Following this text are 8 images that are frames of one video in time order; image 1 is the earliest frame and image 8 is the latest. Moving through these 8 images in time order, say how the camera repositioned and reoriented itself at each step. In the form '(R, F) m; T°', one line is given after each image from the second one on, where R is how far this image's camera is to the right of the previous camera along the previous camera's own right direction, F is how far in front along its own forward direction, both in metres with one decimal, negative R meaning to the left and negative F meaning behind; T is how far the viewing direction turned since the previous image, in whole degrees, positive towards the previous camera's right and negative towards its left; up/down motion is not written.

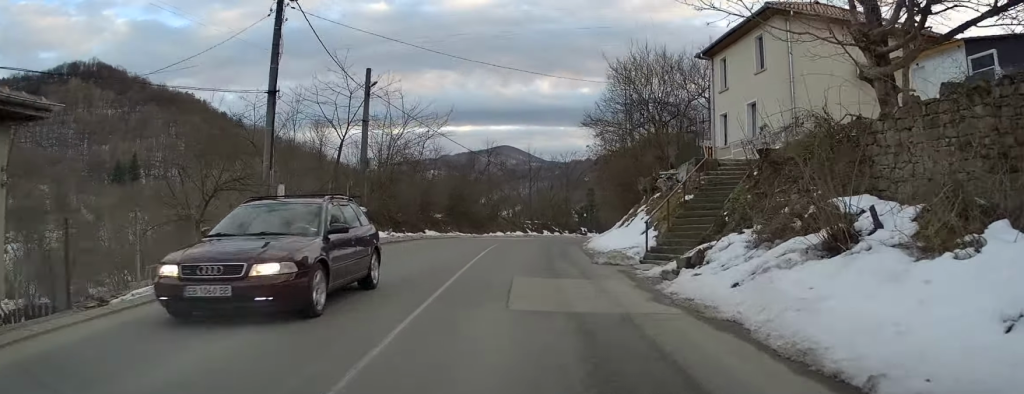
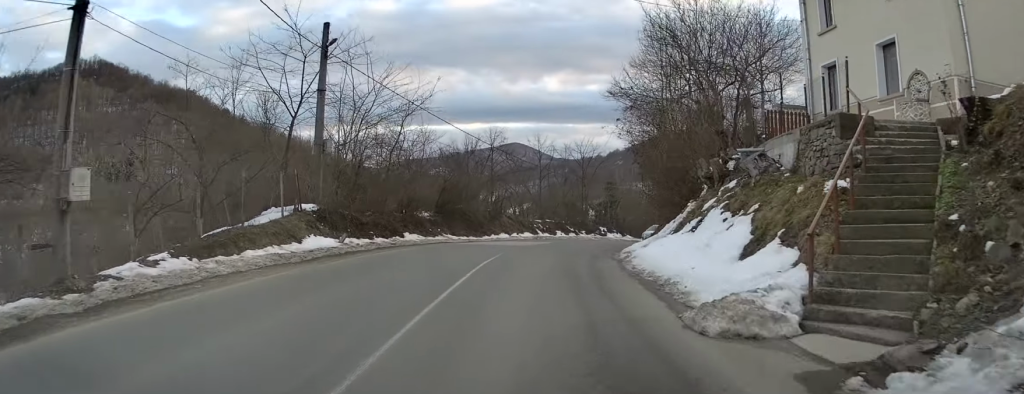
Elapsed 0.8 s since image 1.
(+0.1, +9.3) m; +1°
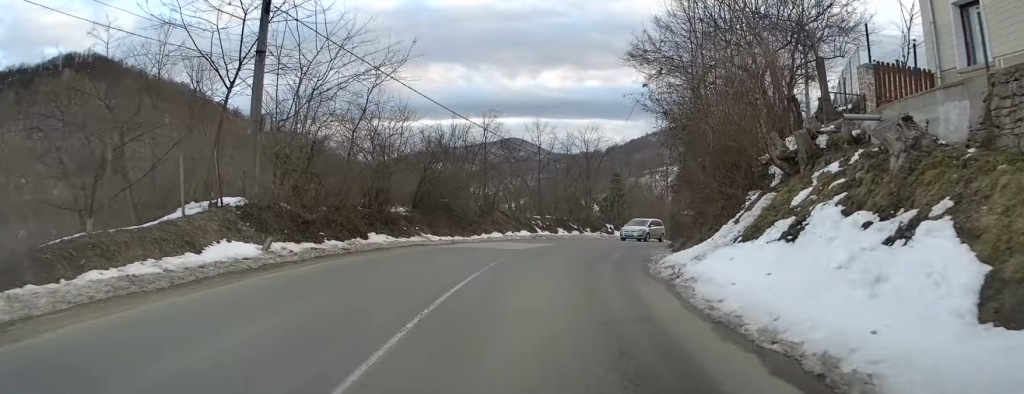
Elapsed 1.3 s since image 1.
(0.0, +6.5) m; +1°
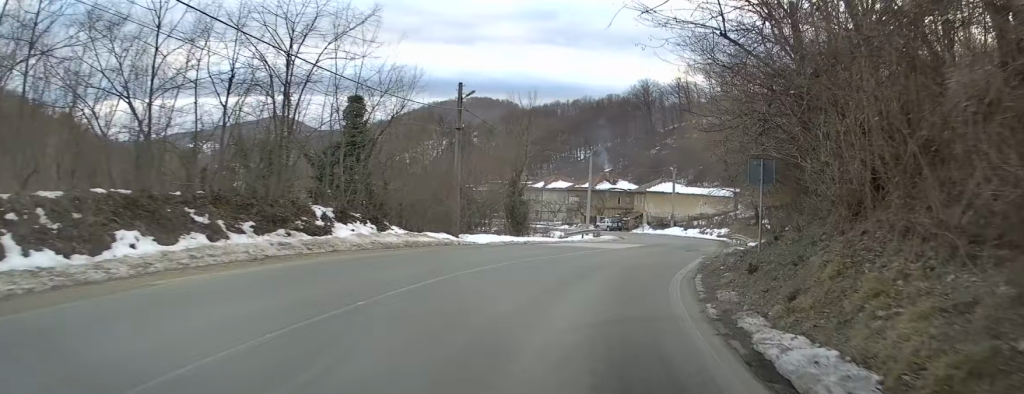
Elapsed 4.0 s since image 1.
(+3.4, +31.3) m; +16°
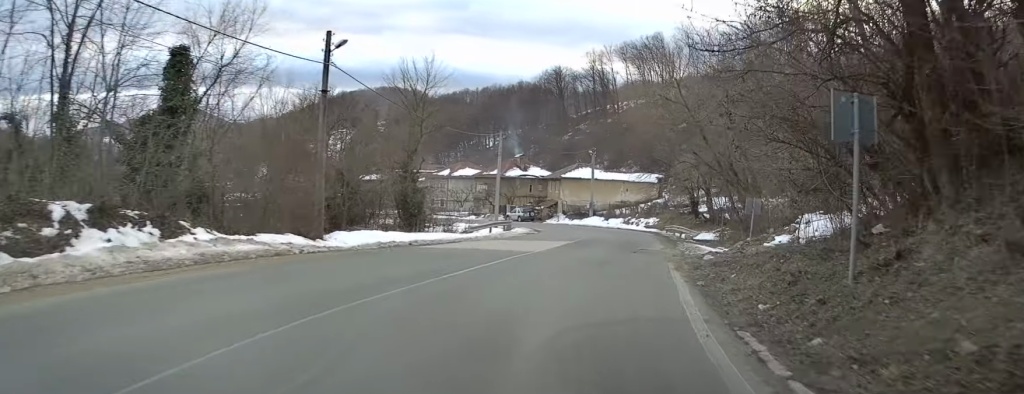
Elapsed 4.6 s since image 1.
(+0.4, +7.9) m; +4°
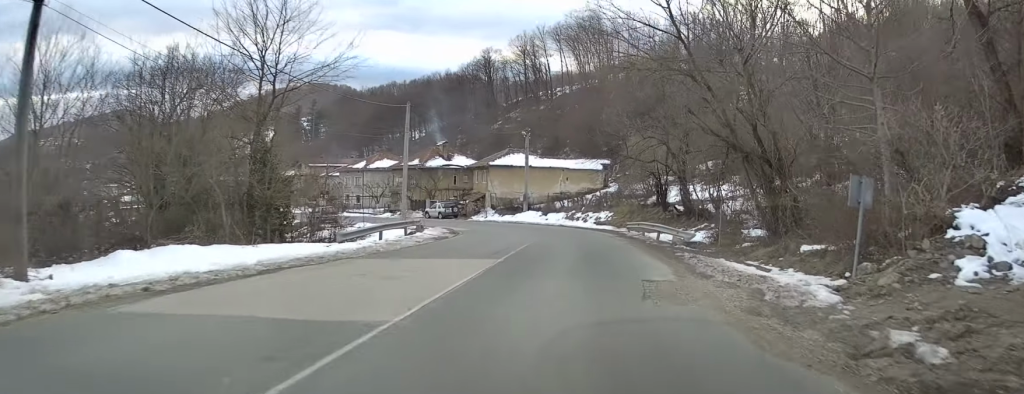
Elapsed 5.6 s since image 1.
(+0.6, +11.9) m; +6°
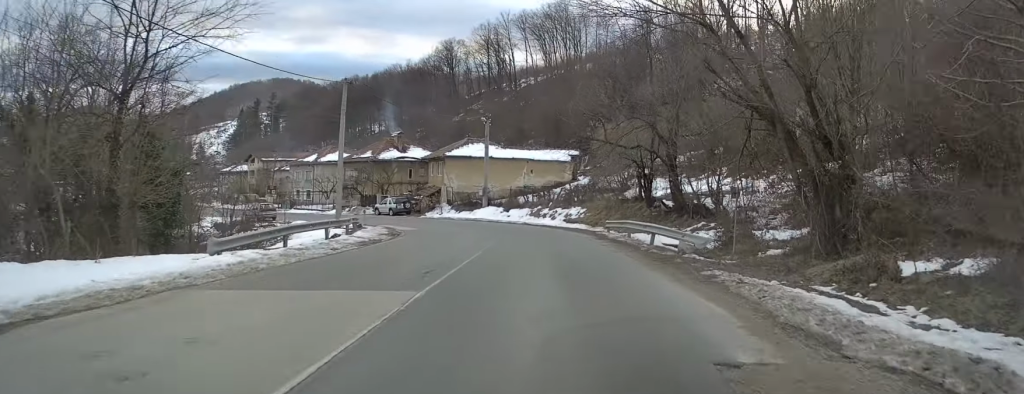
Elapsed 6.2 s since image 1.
(0.0, +6.4) m; +3°
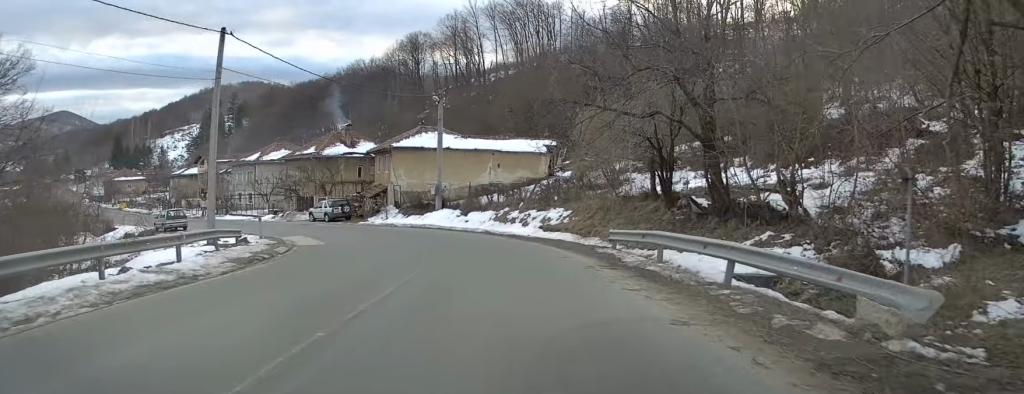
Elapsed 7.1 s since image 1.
(+0.6, +11.2) m; +3°
